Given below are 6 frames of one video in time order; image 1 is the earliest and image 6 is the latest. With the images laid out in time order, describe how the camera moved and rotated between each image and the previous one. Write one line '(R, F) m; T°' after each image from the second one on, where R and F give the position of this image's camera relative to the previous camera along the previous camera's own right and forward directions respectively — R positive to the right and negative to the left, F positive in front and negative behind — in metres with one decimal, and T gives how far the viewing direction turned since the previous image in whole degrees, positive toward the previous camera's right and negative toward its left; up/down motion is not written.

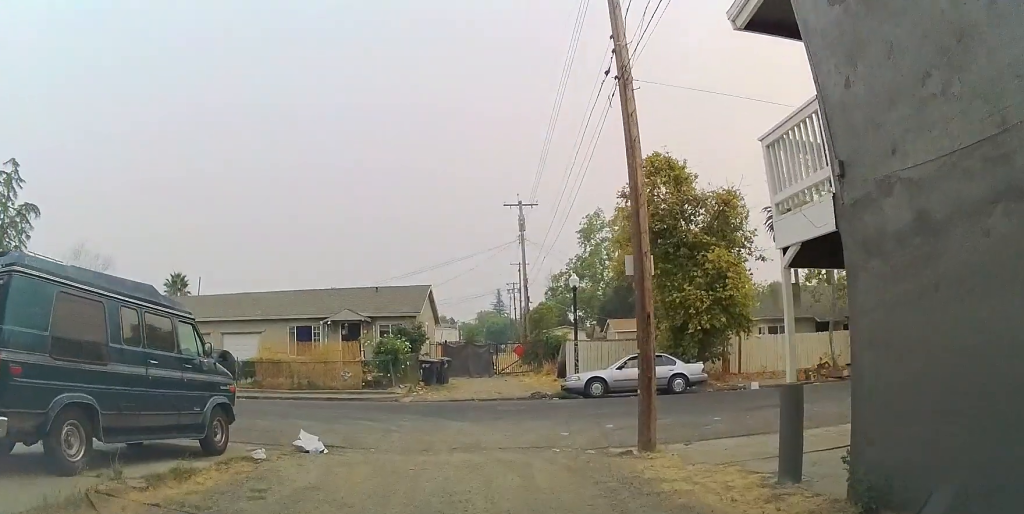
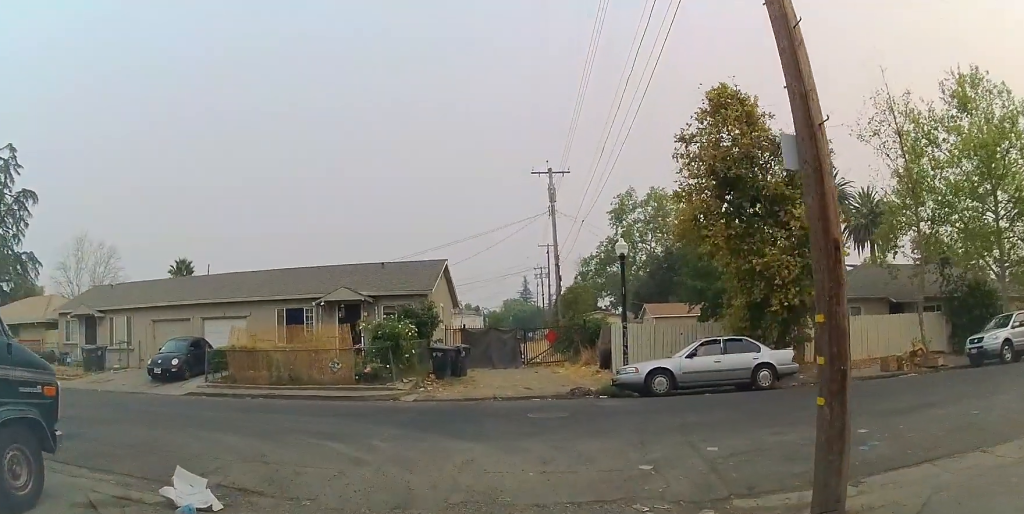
(-0.1, +5.0) m; -1°
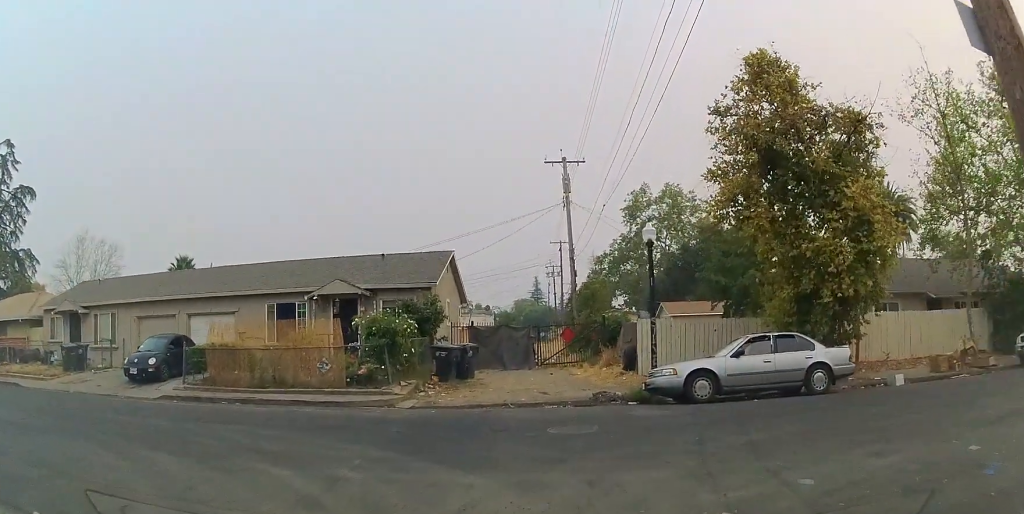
(0.0, +2.8) m; 0°
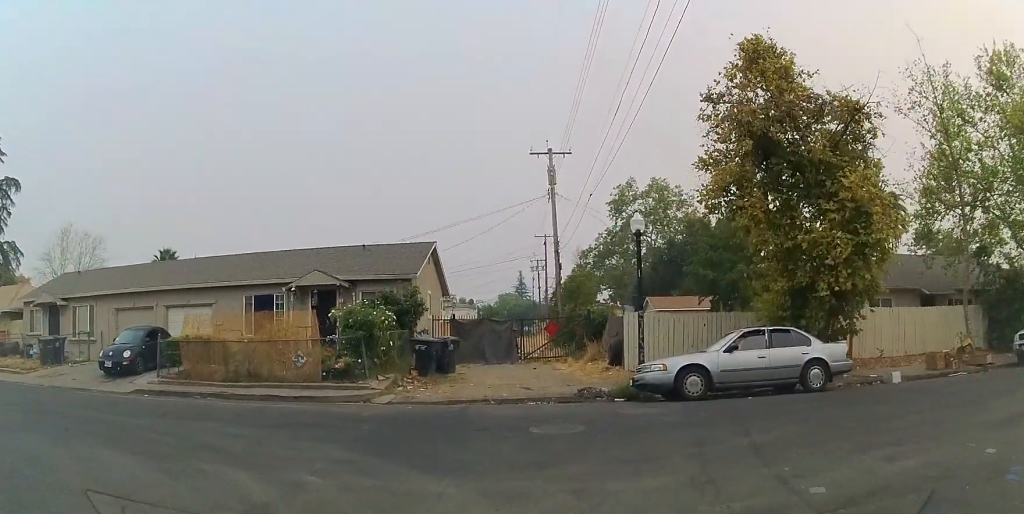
(0.0, +0.8) m; 0°
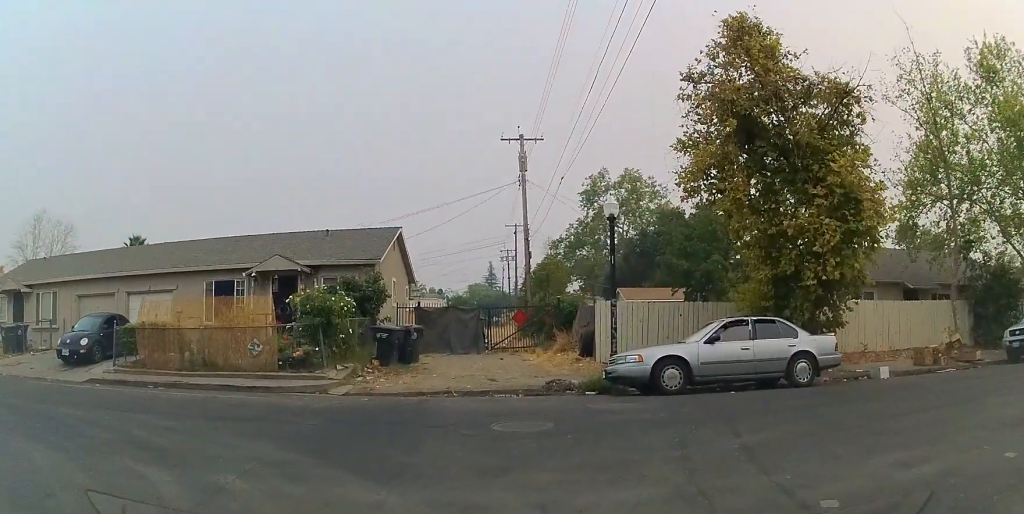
(0.0, +1.2) m; 0°
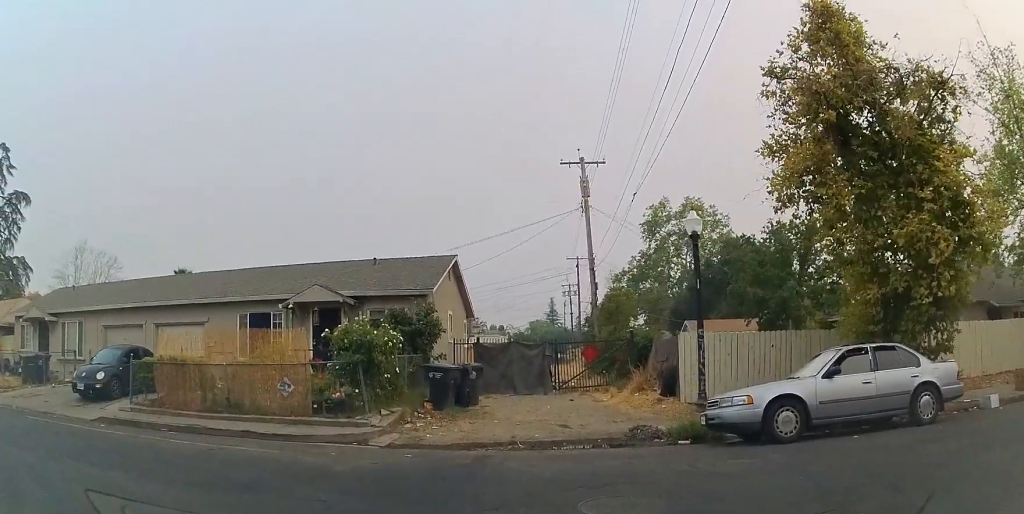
(0.0, +1.9) m; -4°
